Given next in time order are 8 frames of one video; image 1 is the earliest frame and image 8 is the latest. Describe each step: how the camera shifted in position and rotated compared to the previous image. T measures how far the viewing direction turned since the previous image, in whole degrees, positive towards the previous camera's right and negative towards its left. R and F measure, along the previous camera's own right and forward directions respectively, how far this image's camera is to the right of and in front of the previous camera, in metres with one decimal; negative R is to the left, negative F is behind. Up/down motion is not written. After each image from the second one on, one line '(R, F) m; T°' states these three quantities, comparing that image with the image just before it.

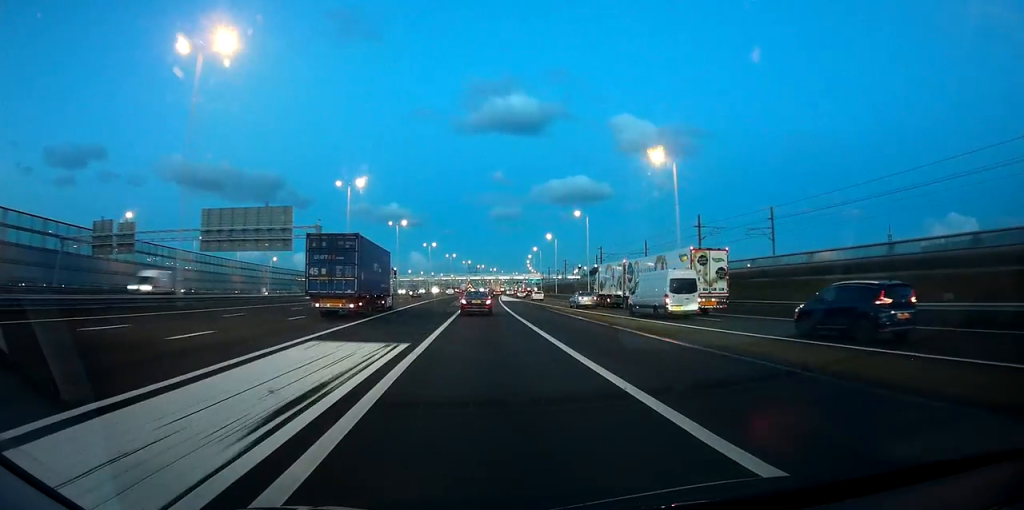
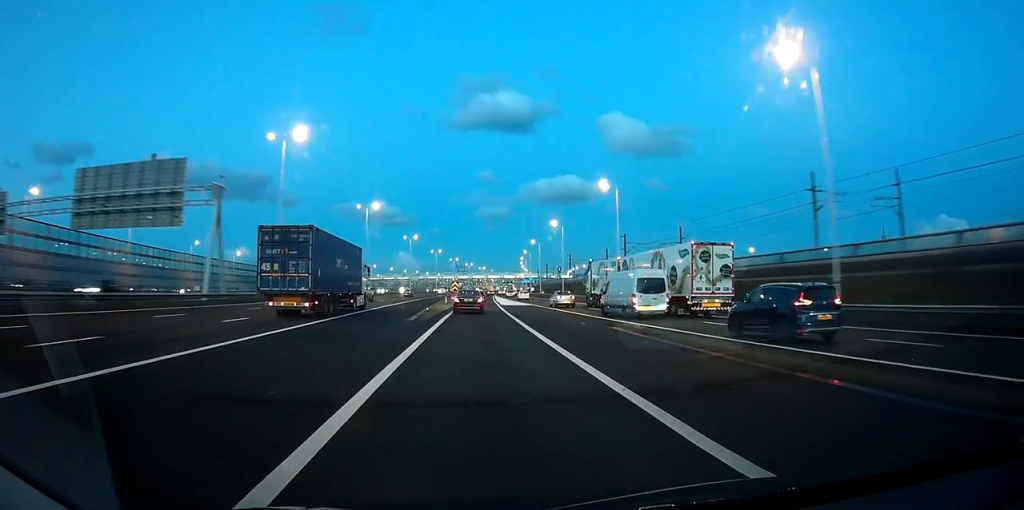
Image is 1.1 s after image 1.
(-0.3, +28.3) m; 0°
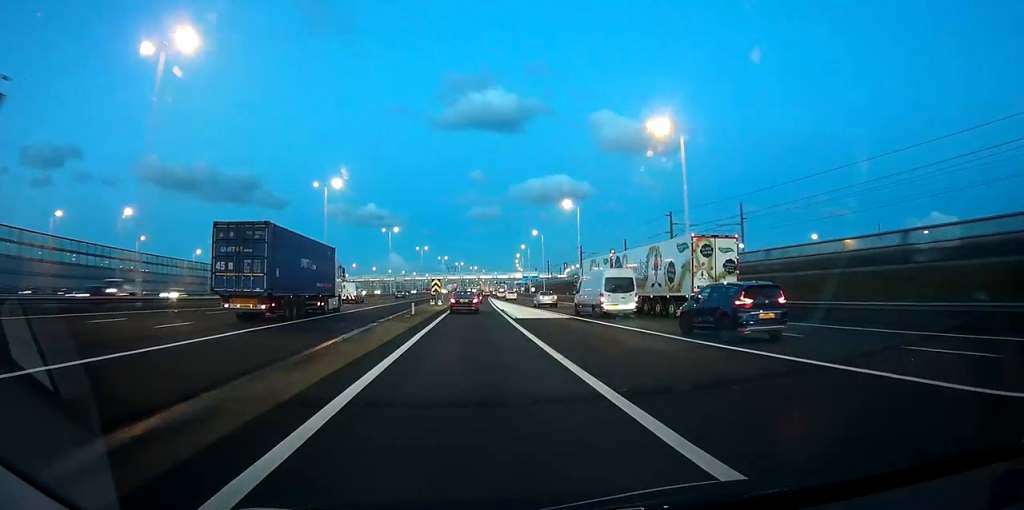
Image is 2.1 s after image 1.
(+0.4, +26.9) m; +2°
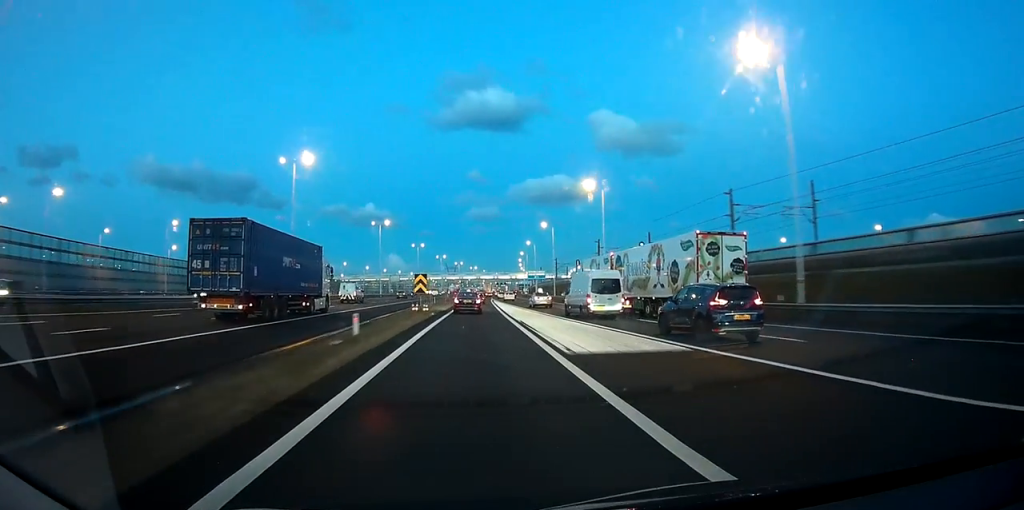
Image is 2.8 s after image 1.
(+0.3, +17.2) m; 0°
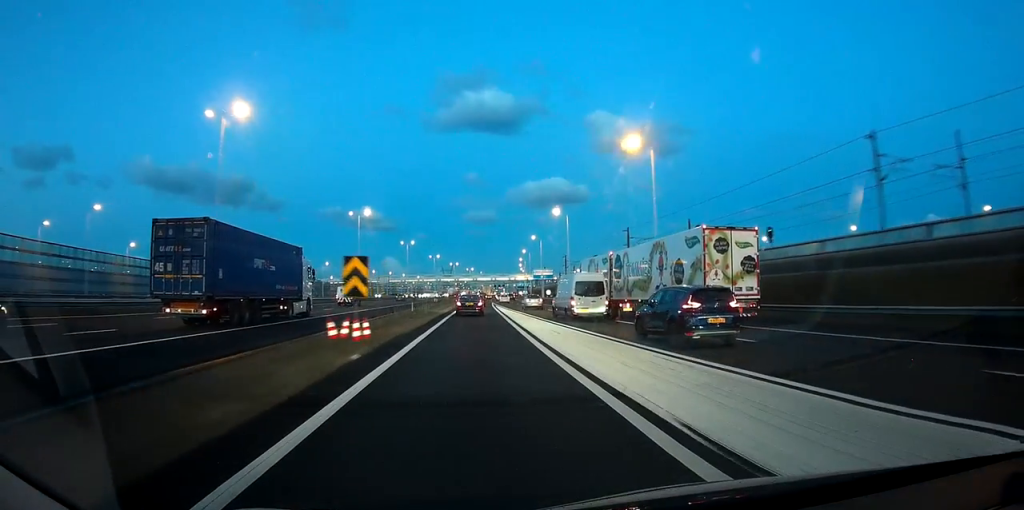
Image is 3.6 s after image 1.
(0.0, +22.5) m; 0°
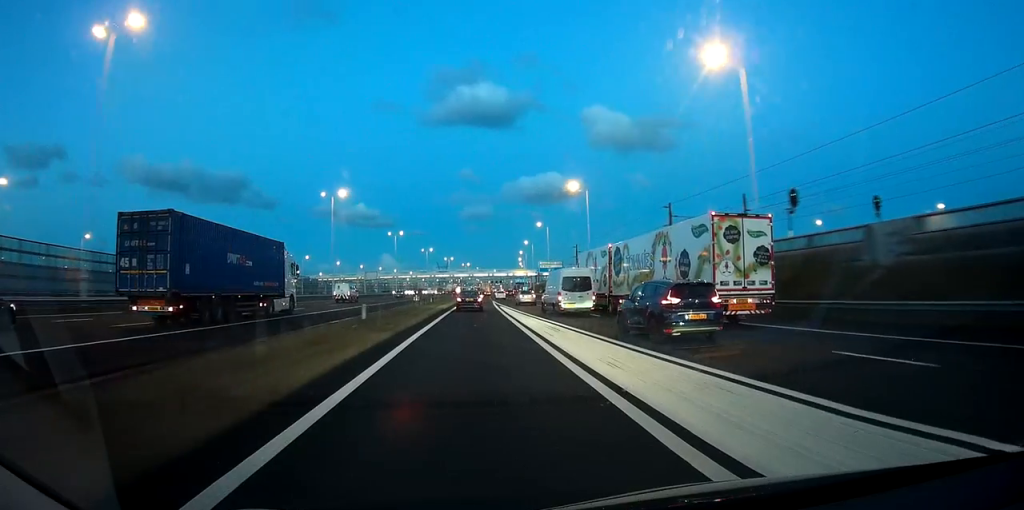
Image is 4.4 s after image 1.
(-0.1, +19.9) m; 0°
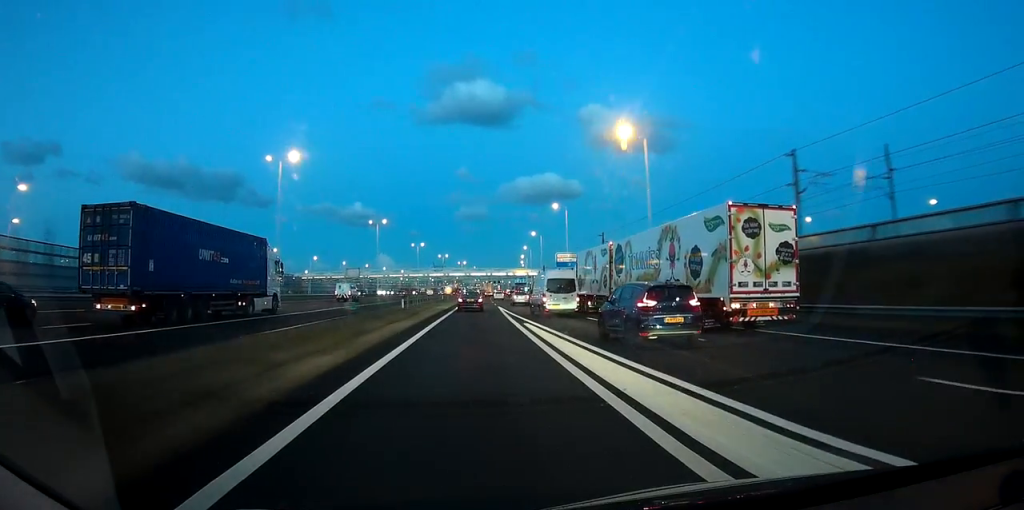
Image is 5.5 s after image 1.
(+0.4, +27.4) m; +1°
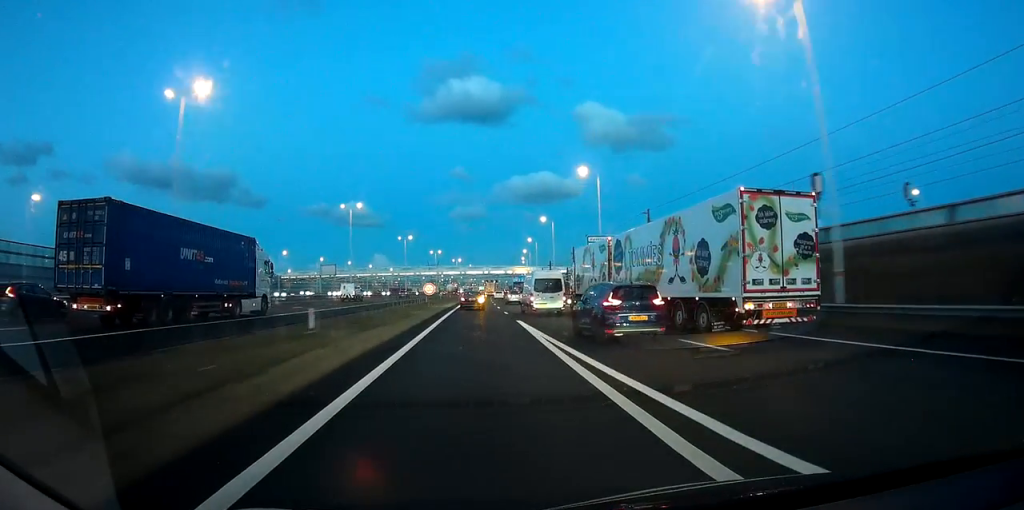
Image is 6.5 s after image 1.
(+0.2, +26.9) m; +1°
